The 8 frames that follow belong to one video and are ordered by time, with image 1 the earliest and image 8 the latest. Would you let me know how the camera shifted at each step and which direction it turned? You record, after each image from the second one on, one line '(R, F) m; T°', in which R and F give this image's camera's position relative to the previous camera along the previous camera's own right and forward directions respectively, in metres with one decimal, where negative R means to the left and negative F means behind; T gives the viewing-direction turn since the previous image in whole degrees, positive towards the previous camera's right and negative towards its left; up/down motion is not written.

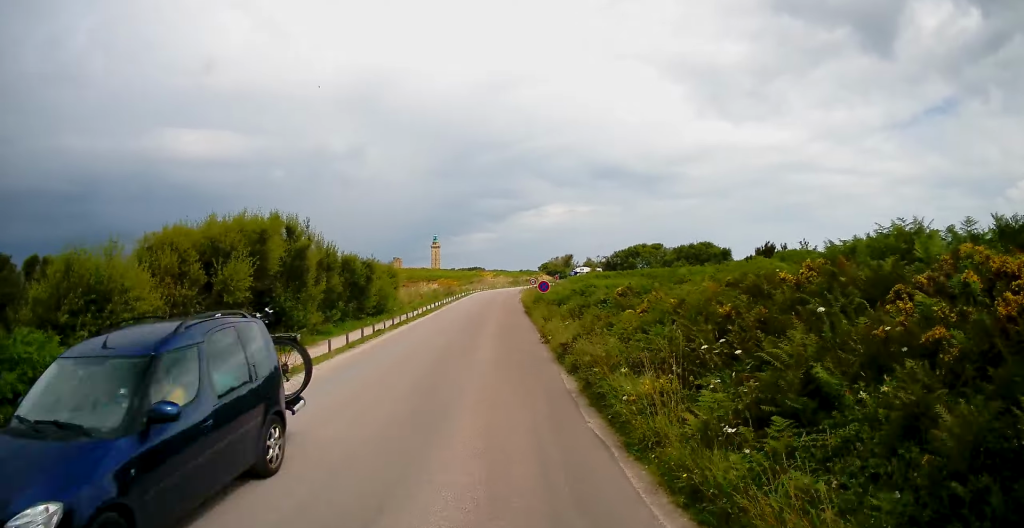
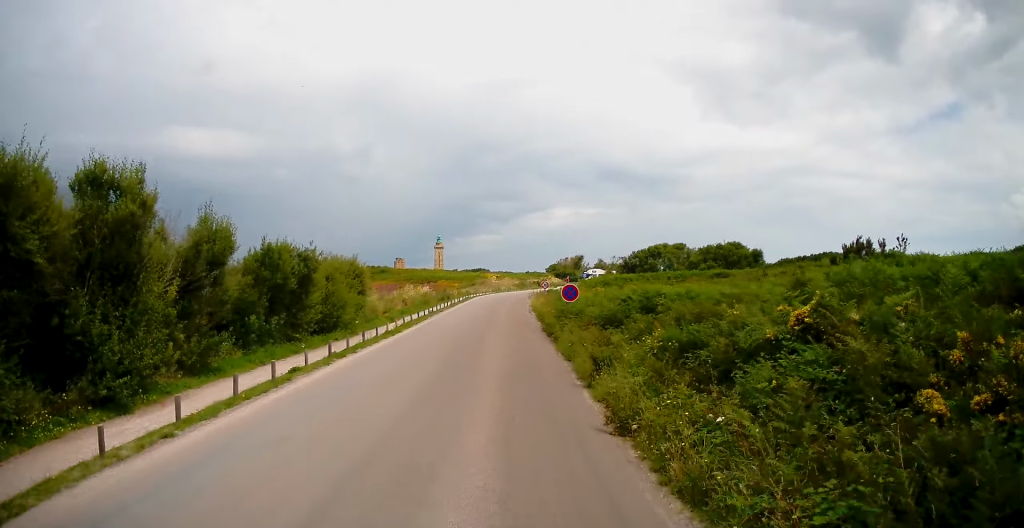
(0.0, +10.3) m; 0°
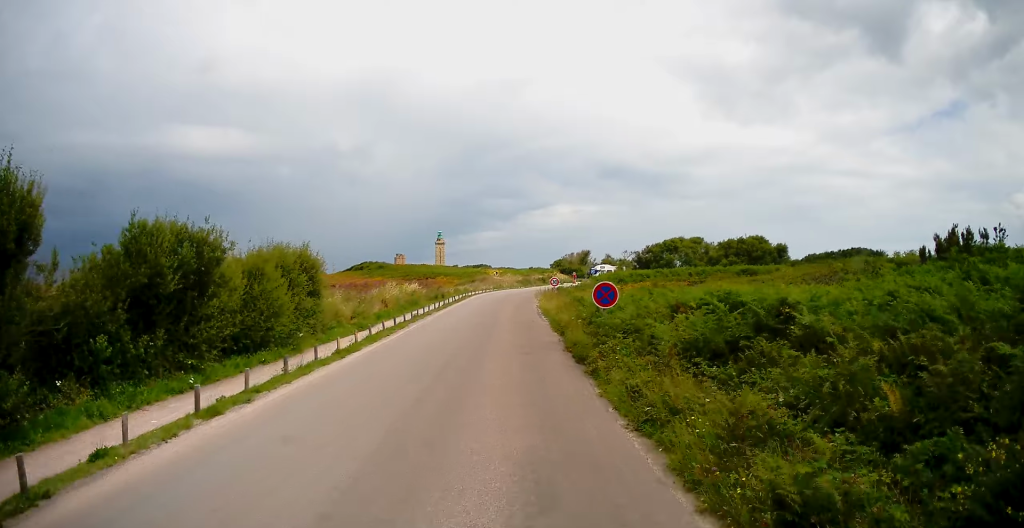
(0.0, +7.3) m; 0°
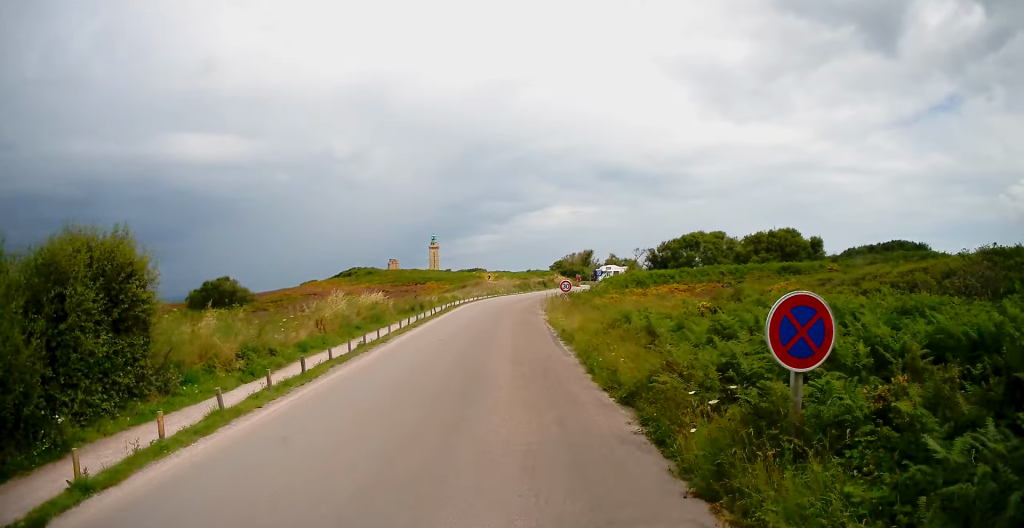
(0.0, +10.6) m; 0°
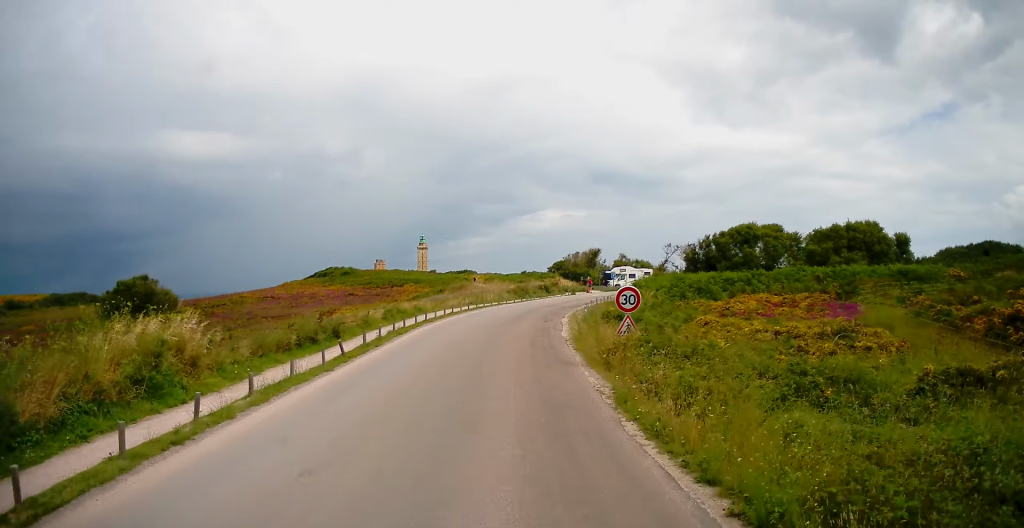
(0.0, +18.3) m; 0°
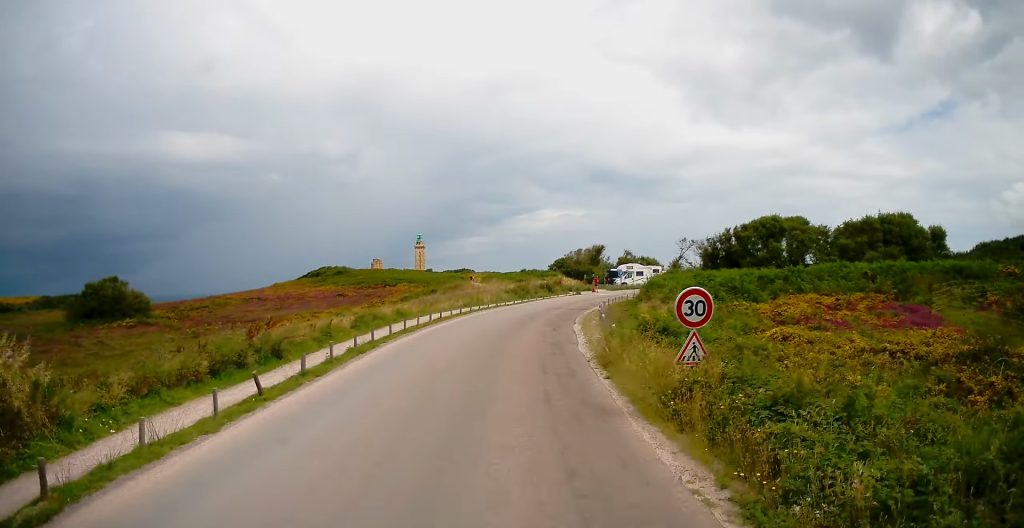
(0.0, +5.5) m; +1°
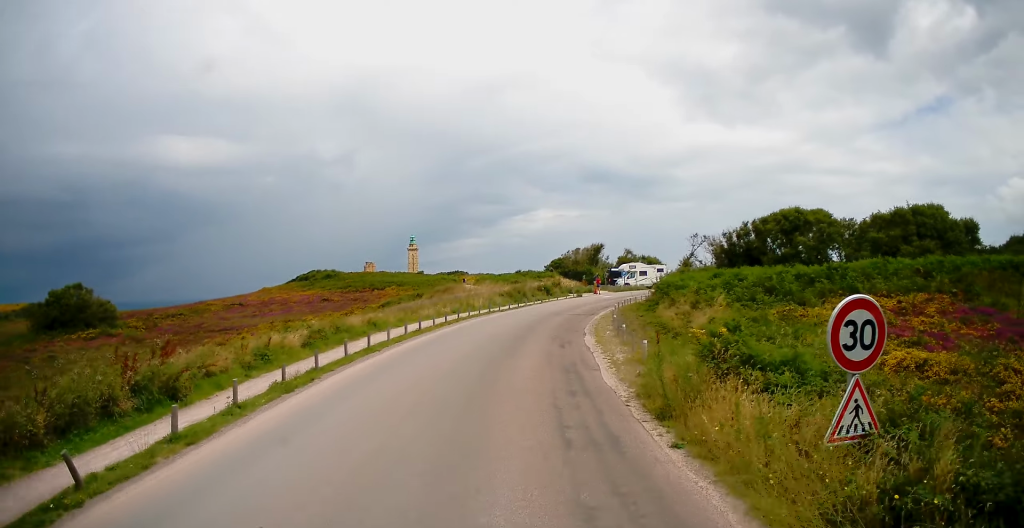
(0.0, +5.1) m; 0°
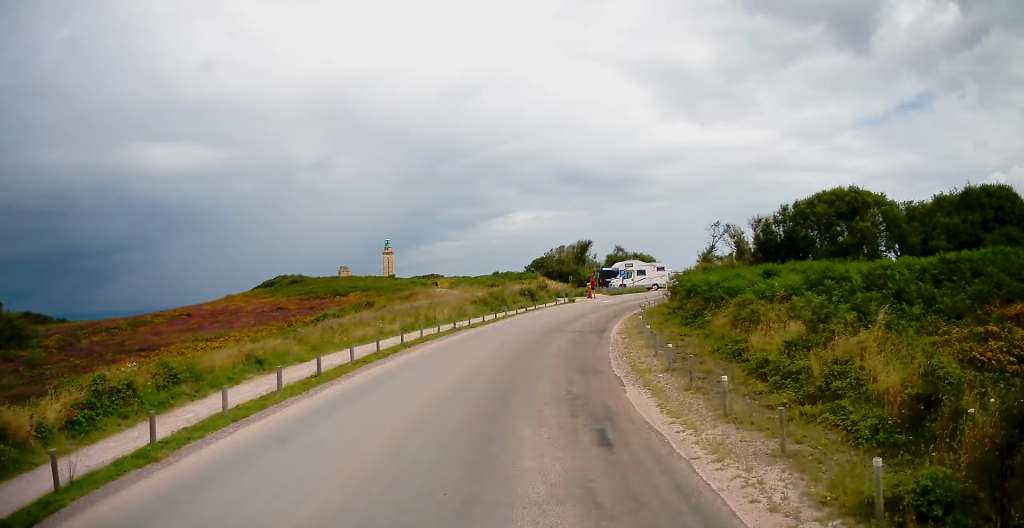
(+0.1, +10.3) m; +2°
